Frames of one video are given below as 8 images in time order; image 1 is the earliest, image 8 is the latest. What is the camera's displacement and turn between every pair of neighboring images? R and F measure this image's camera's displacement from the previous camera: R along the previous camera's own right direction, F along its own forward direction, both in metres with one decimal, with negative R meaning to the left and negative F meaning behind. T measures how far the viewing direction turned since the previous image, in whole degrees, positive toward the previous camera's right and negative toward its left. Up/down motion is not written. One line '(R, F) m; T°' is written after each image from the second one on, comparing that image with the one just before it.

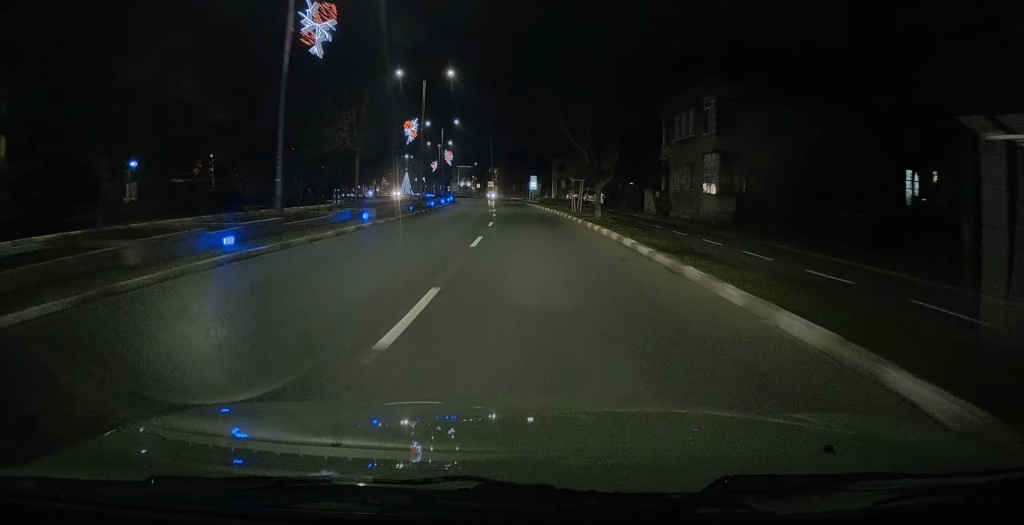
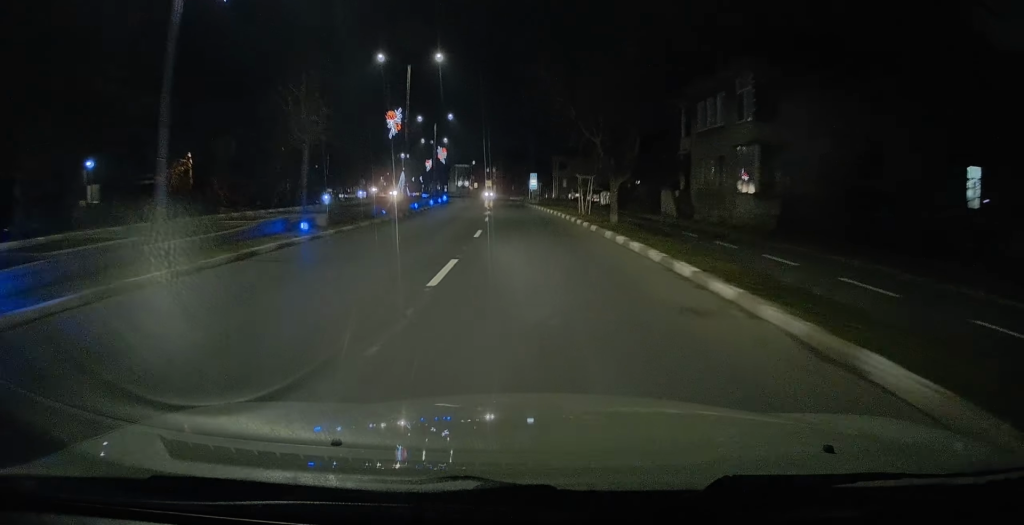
(0.0, +5.6) m; 0°
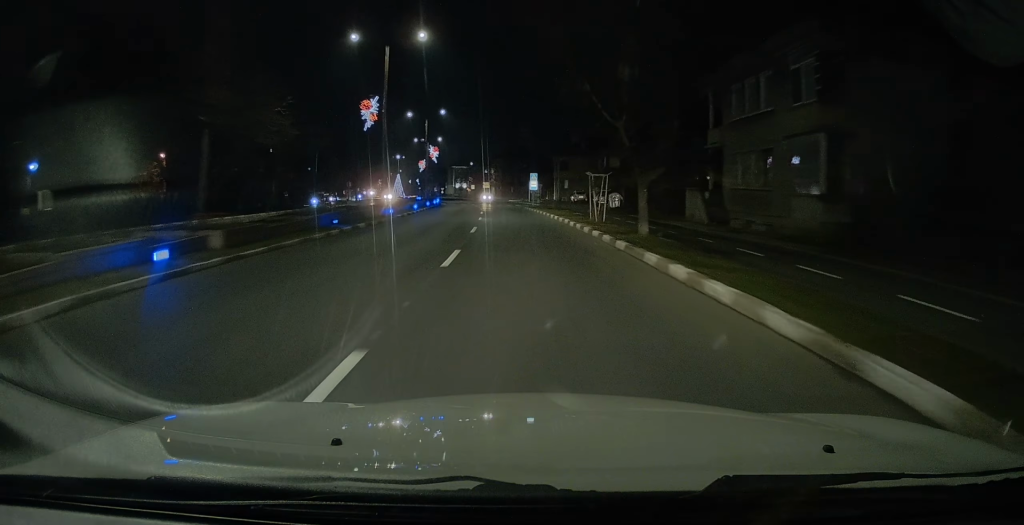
(+0.1, +6.1) m; -1°
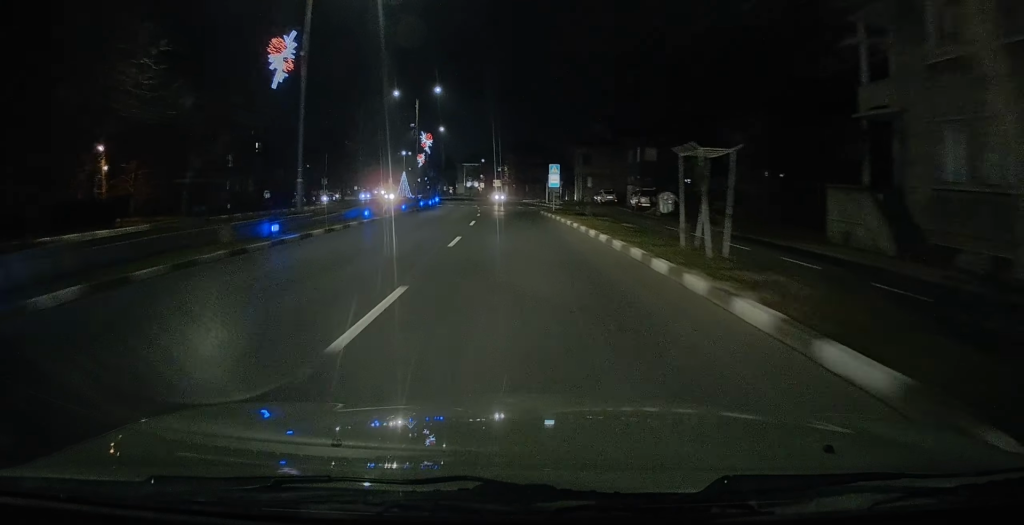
(-0.3, +14.8) m; -1°
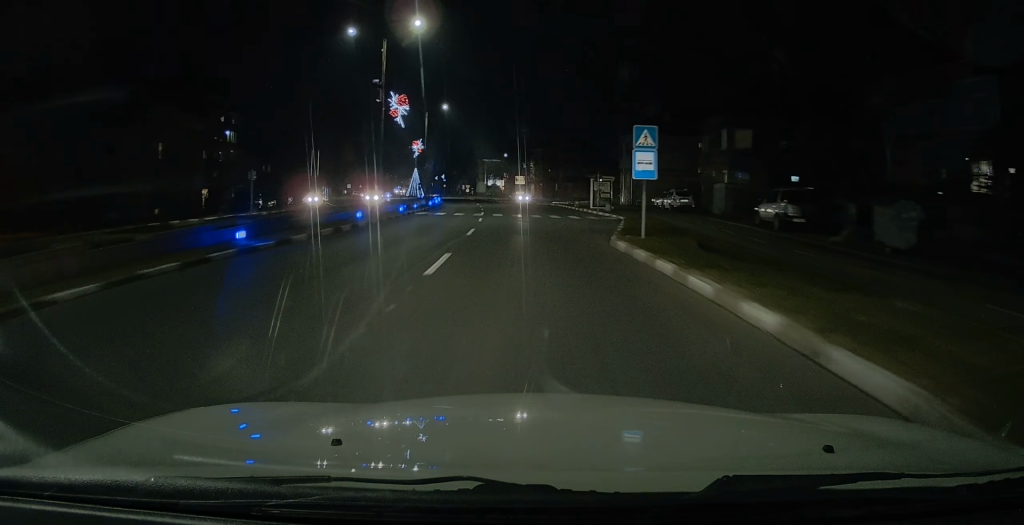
(-0.2, +22.6) m; -2°
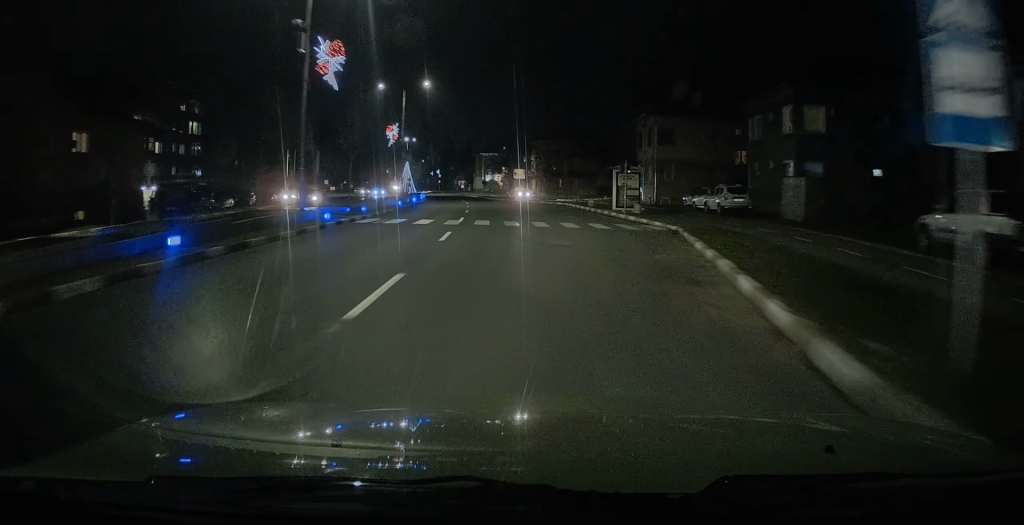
(-0.2, +12.0) m; -1°
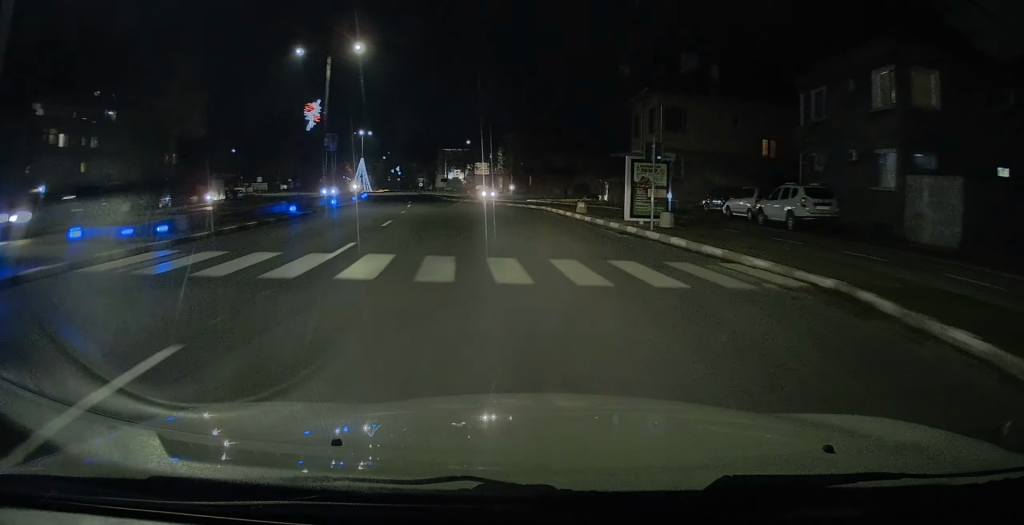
(+0.1, +13.1) m; +2°
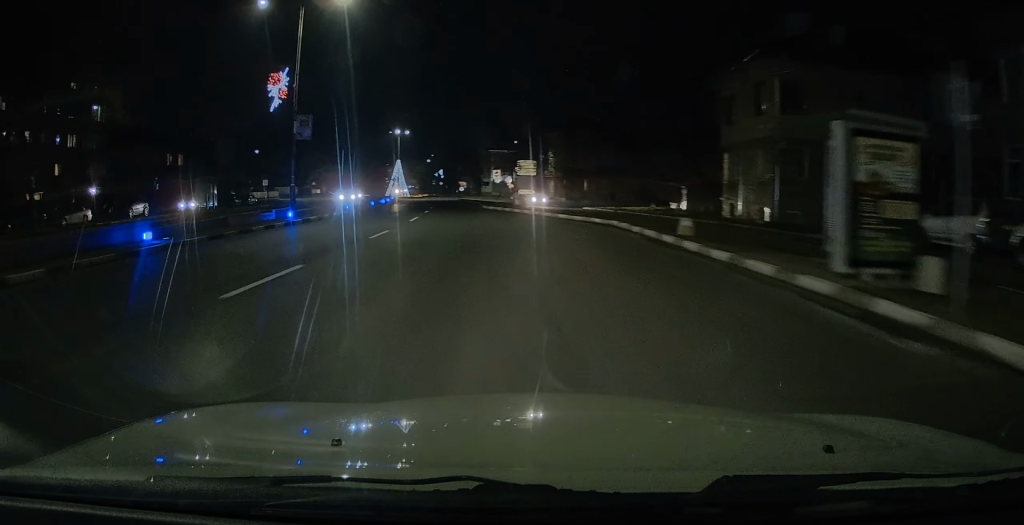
(+0.1, +12.3) m; -2°
